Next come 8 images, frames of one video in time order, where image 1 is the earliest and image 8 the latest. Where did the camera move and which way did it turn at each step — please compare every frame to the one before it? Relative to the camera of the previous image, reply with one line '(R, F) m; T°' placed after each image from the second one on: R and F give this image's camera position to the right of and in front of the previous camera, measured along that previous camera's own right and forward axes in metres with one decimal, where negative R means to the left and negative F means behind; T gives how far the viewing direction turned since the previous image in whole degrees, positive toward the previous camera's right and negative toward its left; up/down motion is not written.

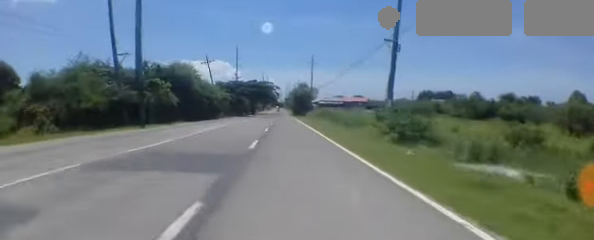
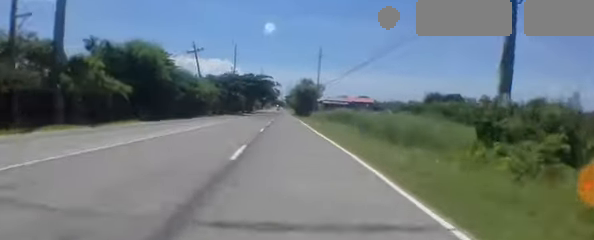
(0.0, +11.4) m; +1°
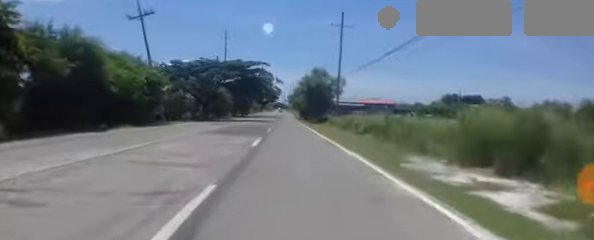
(+0.3, +23.9) m; +1°
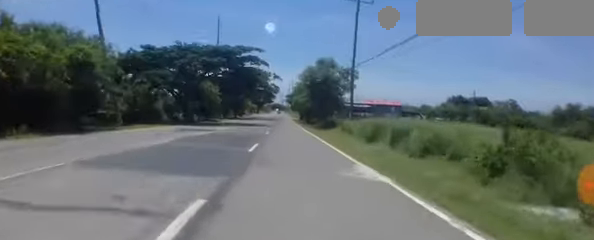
(0.0, +9.3) m; 0°
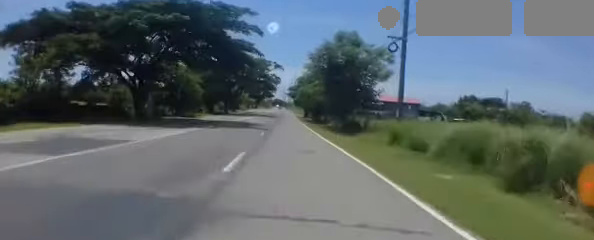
(0.0, +13.2) m; 0°
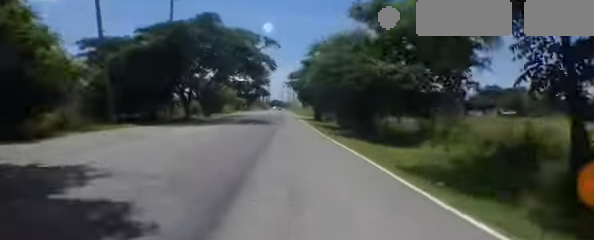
(-0.4, +24.6) m; -2°
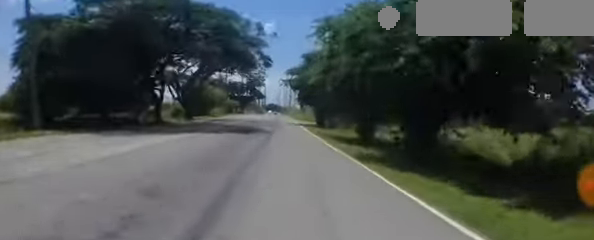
(0.0, +8.2) m; 0°
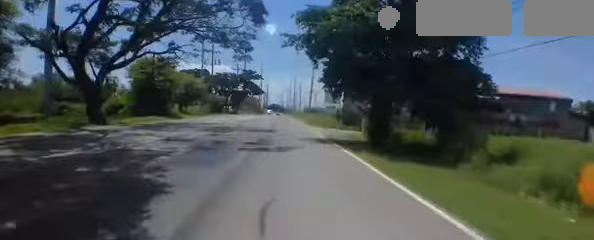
(0.0, +20.3) m; +1°
